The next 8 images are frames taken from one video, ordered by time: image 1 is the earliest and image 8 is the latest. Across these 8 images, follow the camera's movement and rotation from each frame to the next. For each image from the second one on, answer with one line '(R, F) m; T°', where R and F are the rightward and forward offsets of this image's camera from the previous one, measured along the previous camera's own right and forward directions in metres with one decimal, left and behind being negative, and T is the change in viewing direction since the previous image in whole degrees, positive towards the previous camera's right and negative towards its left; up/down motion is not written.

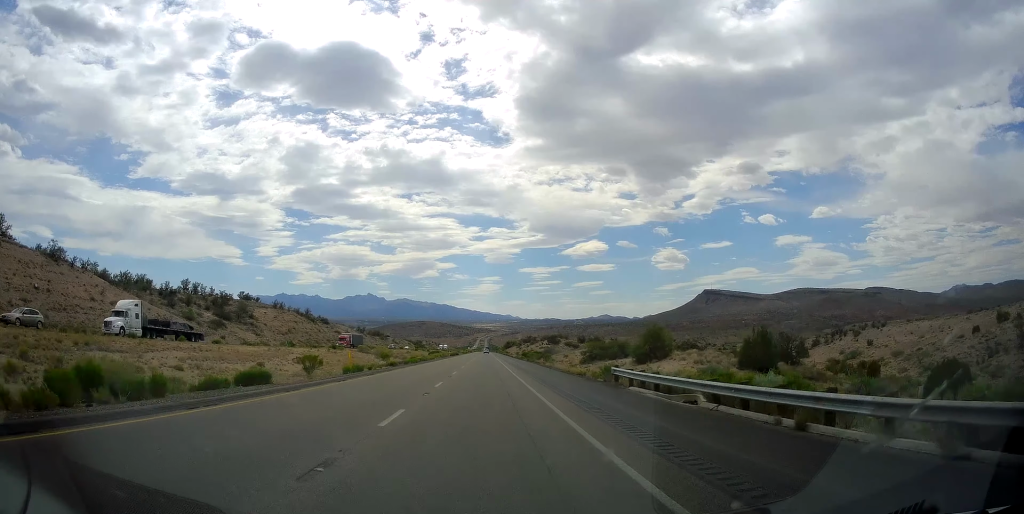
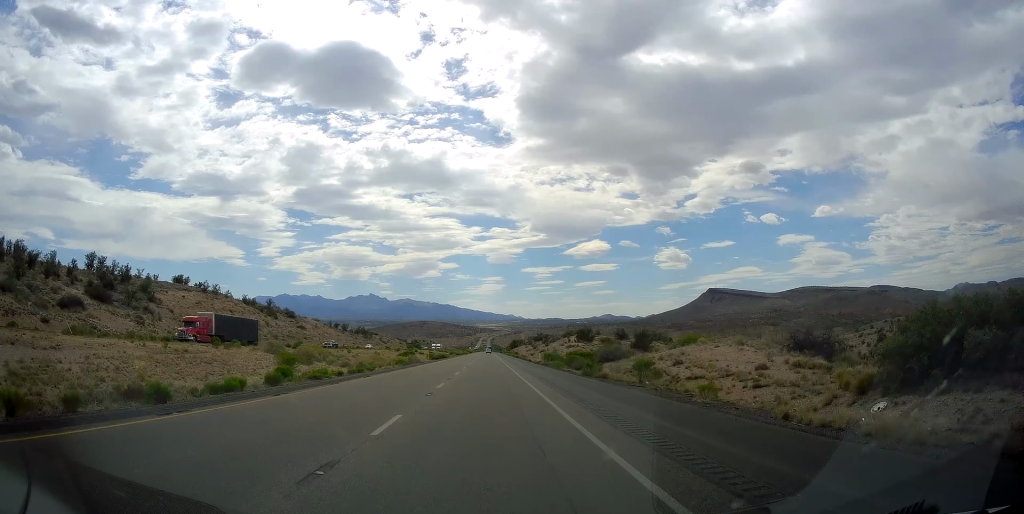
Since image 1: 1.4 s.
(-0.1, +50.0) m; -1°
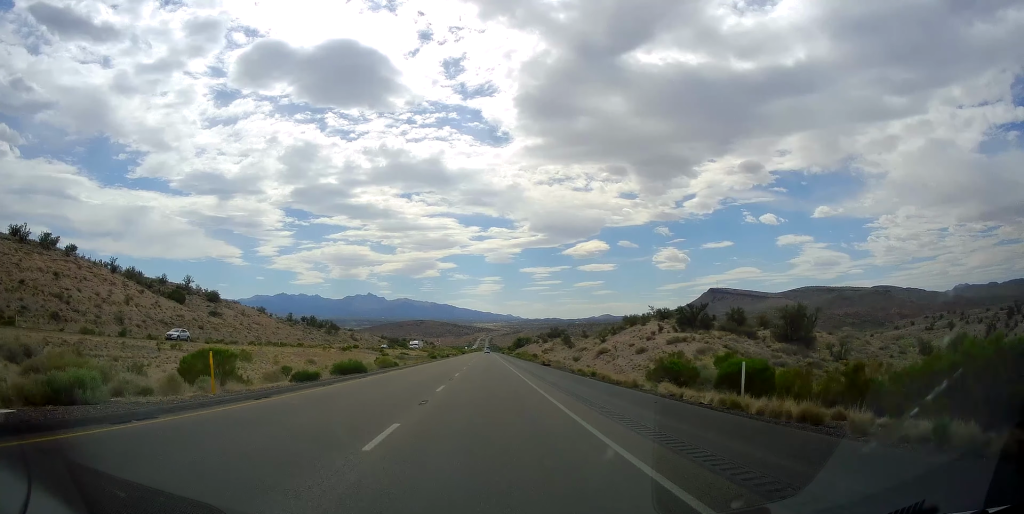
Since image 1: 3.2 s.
(0.0, +62.6) m; +1°
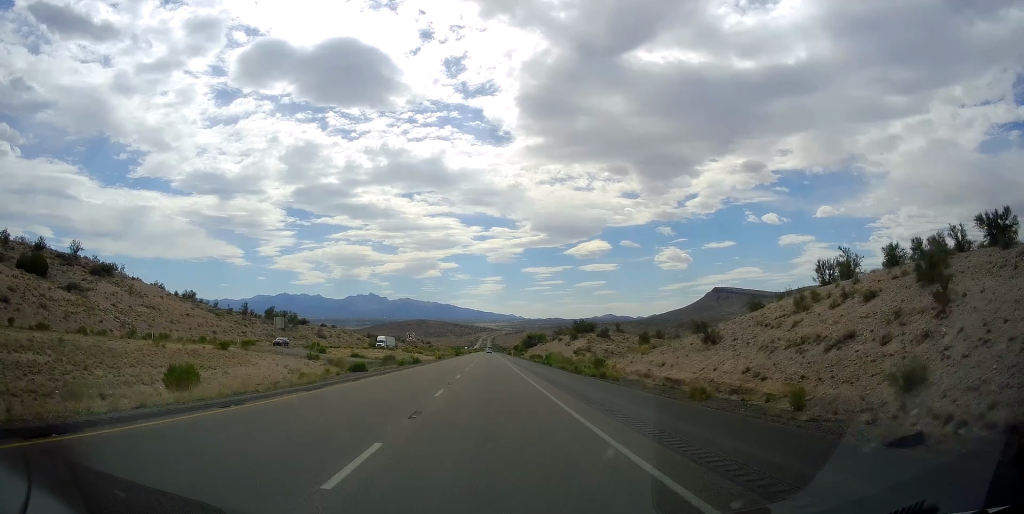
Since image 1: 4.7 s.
(+0.1, +50.9) m; 0°
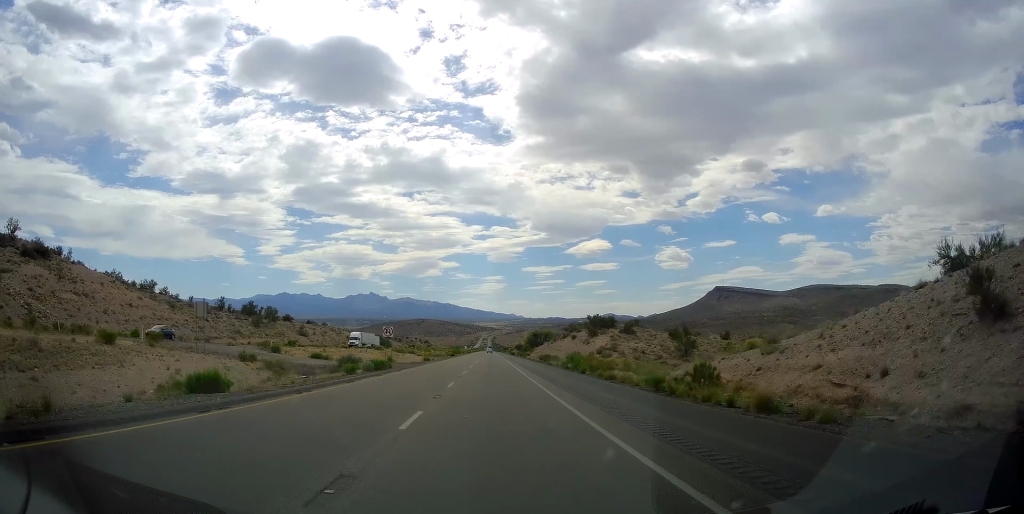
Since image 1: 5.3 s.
(0.0, +19.6) m; 0°
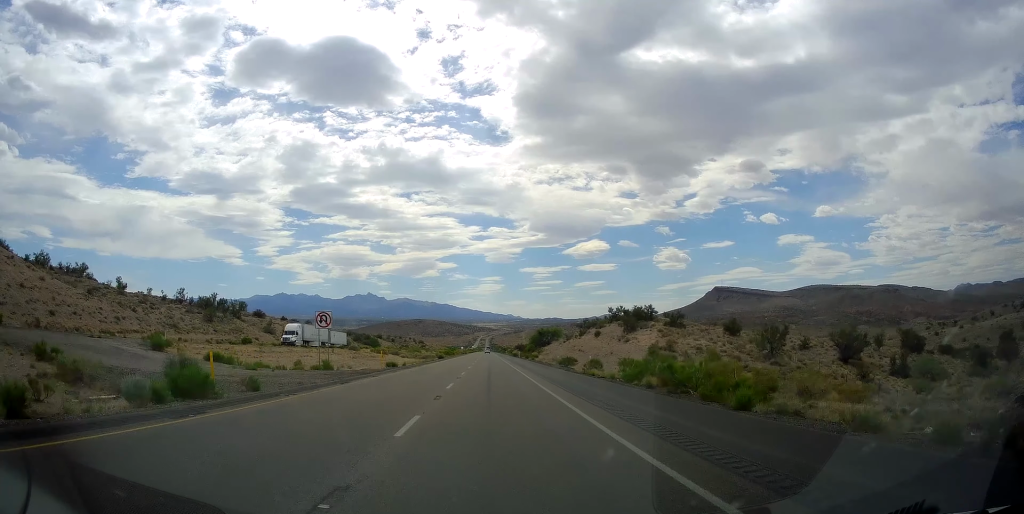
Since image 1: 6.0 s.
(0.0, +25.4) m; 0°
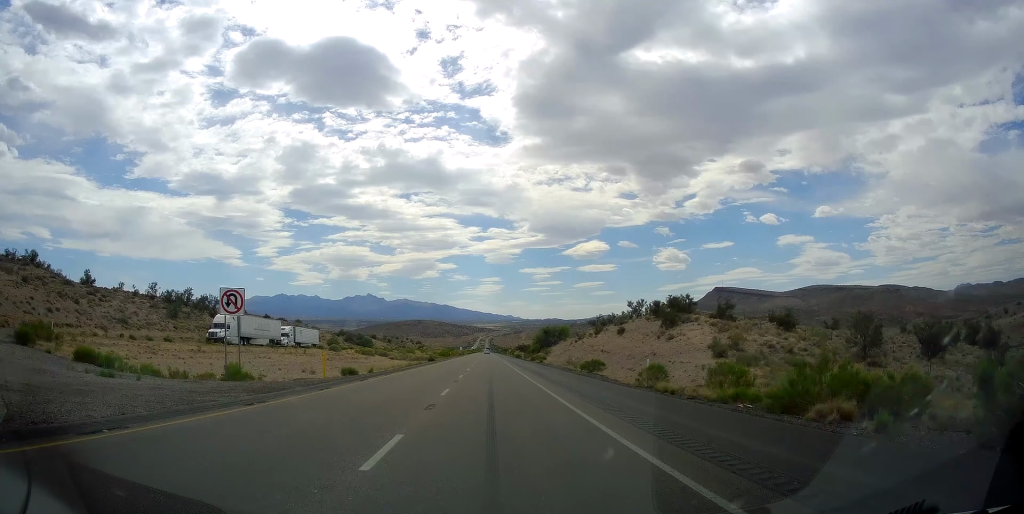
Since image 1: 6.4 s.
(0.0, +15.0) m; 0°
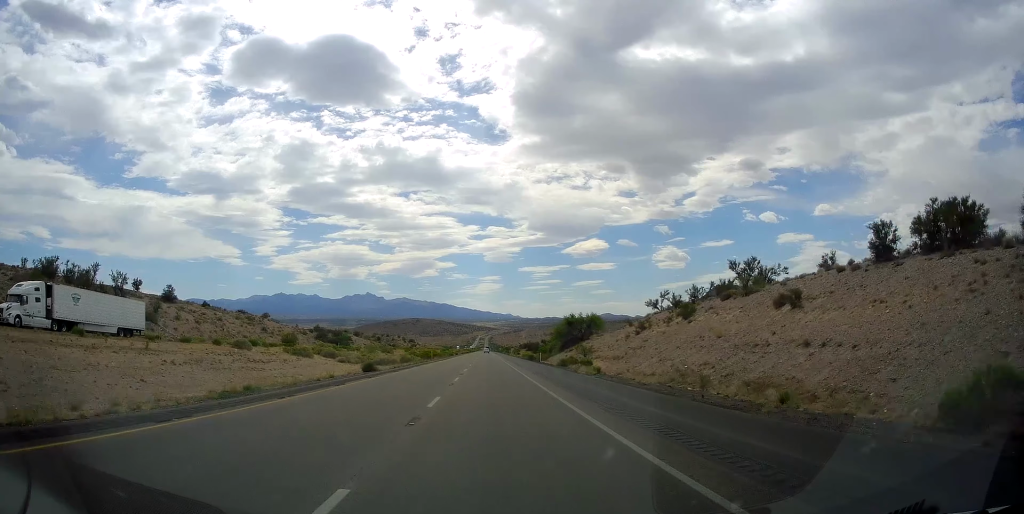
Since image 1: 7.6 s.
(0.0, +40.3) m; 0°
